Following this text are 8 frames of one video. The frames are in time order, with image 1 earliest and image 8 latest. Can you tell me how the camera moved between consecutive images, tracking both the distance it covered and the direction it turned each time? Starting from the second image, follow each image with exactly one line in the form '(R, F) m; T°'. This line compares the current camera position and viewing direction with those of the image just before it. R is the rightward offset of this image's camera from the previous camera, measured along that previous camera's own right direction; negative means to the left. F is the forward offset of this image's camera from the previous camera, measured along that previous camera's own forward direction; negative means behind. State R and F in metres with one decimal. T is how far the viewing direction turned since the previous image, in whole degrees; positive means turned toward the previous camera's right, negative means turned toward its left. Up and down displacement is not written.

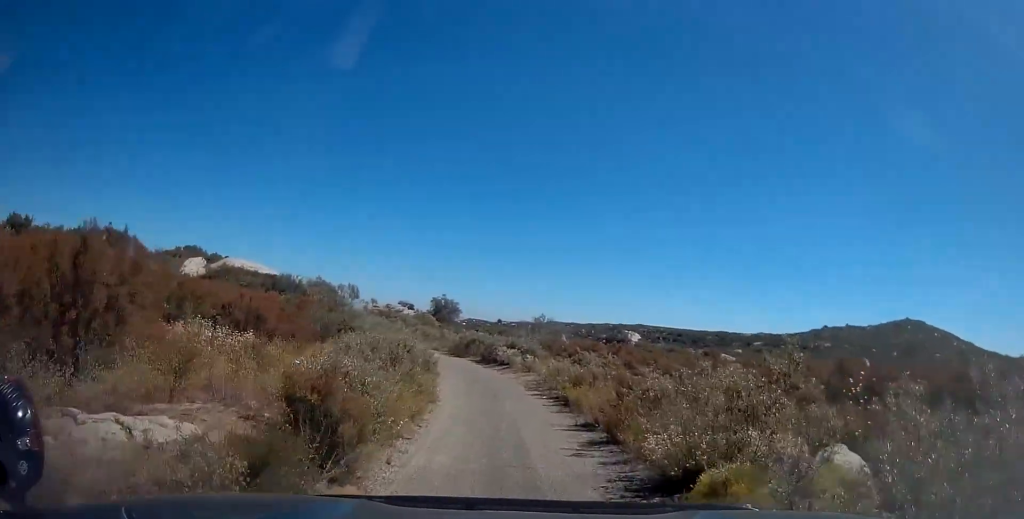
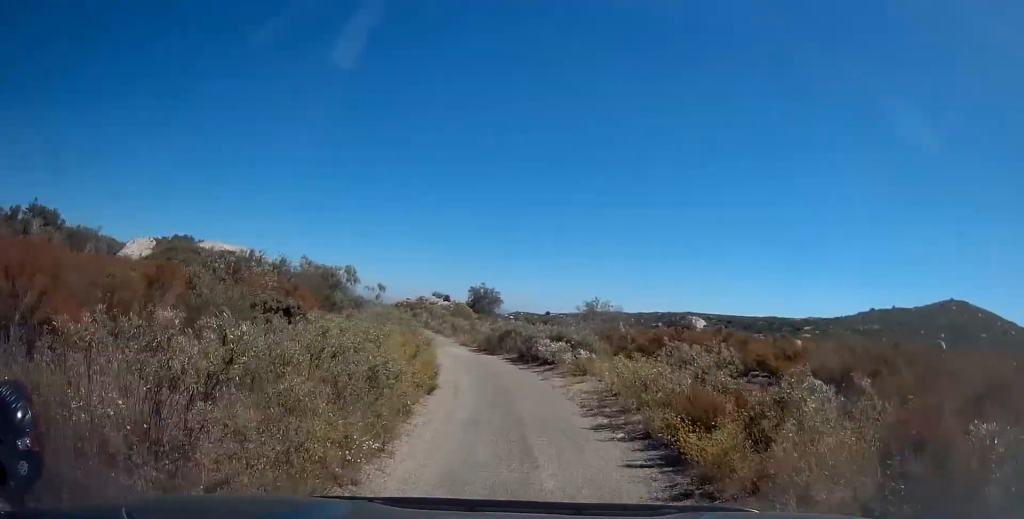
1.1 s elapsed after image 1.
(0.0, +8.6) m; -3°
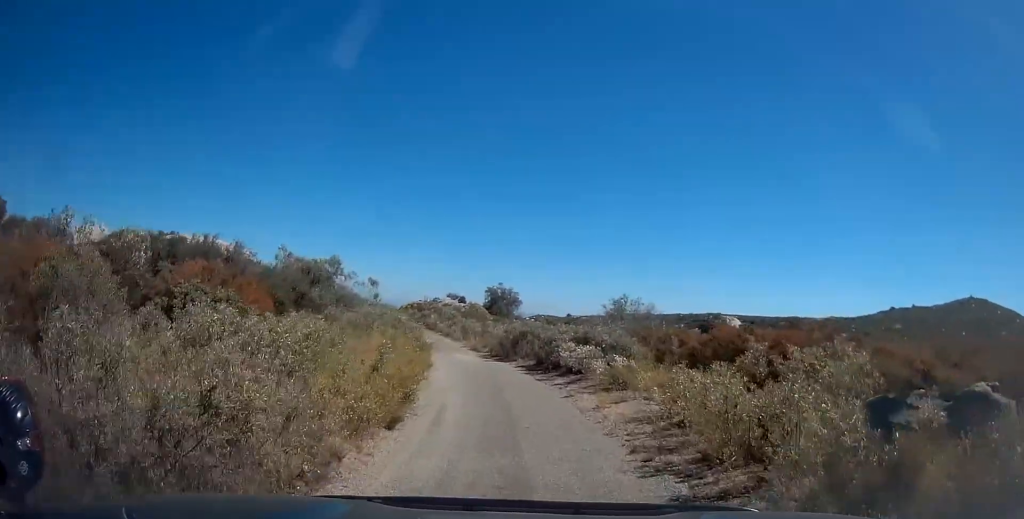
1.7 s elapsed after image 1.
(-0.2, +4.3) m; -4°
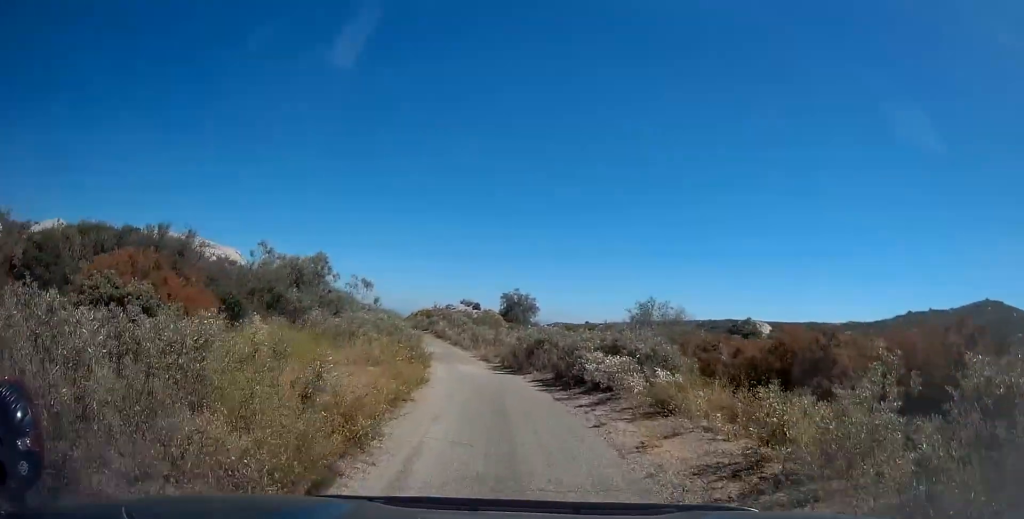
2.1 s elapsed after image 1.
(0.0, +3.1) m; -3°
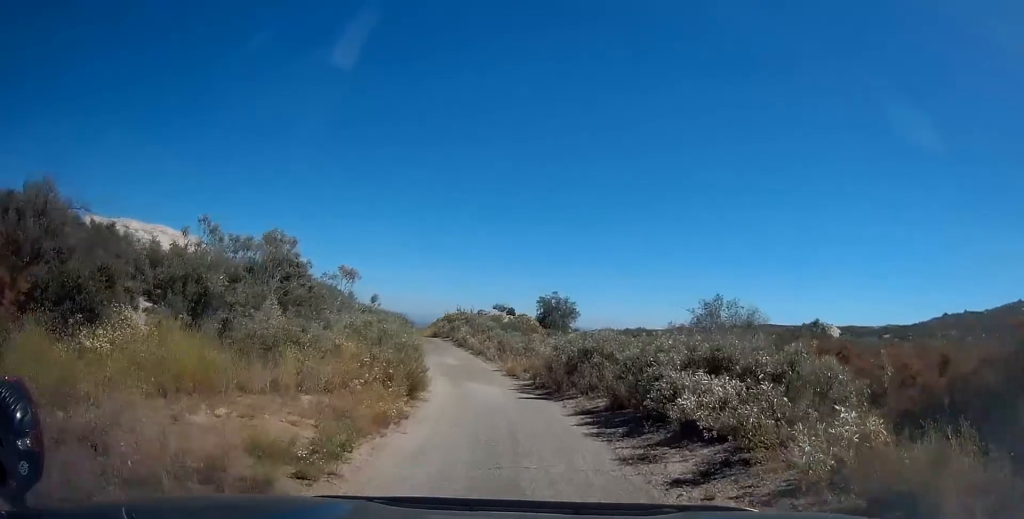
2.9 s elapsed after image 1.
(-0.3, +5.7) m; -5°
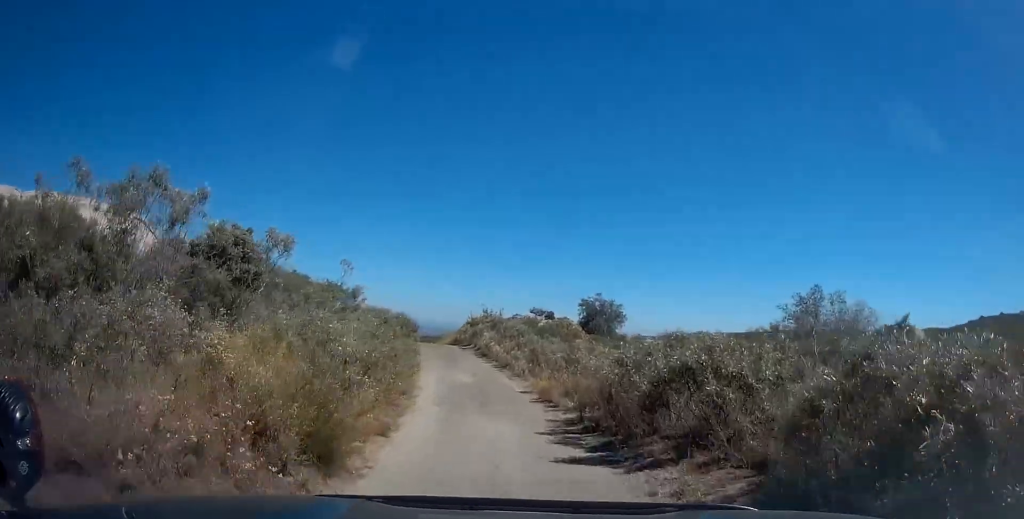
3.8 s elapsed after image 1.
(-0.4, +6.9) m; -4°
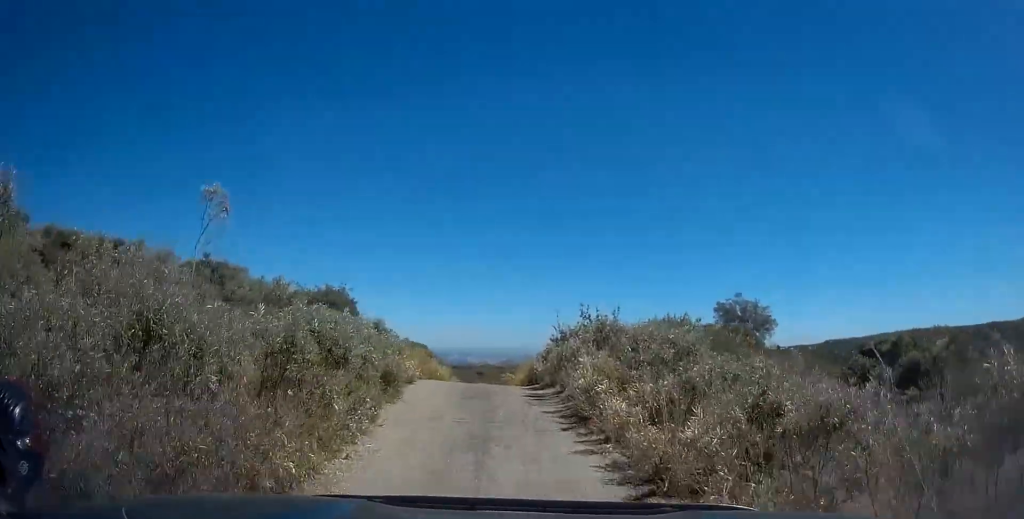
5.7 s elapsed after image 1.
(-0.5, +16.4) m; -7°
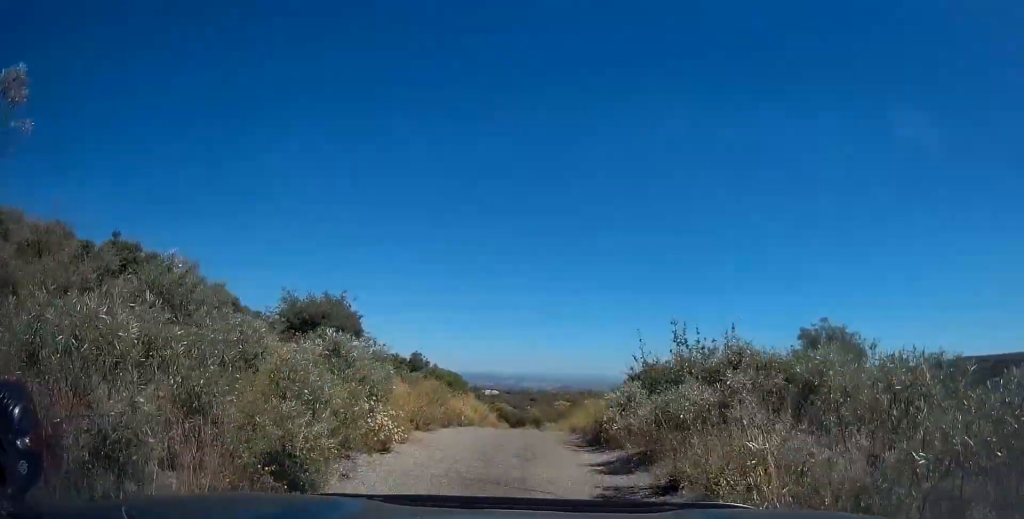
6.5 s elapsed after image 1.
(-0.4, +6.8) m; -5°
